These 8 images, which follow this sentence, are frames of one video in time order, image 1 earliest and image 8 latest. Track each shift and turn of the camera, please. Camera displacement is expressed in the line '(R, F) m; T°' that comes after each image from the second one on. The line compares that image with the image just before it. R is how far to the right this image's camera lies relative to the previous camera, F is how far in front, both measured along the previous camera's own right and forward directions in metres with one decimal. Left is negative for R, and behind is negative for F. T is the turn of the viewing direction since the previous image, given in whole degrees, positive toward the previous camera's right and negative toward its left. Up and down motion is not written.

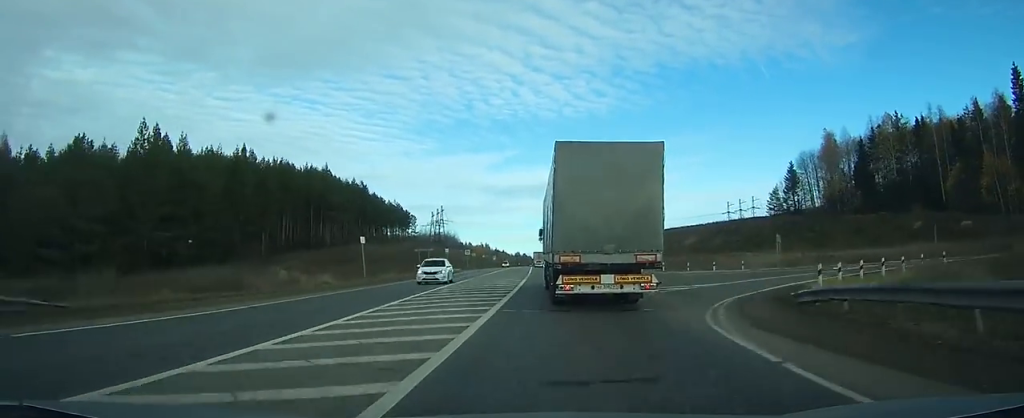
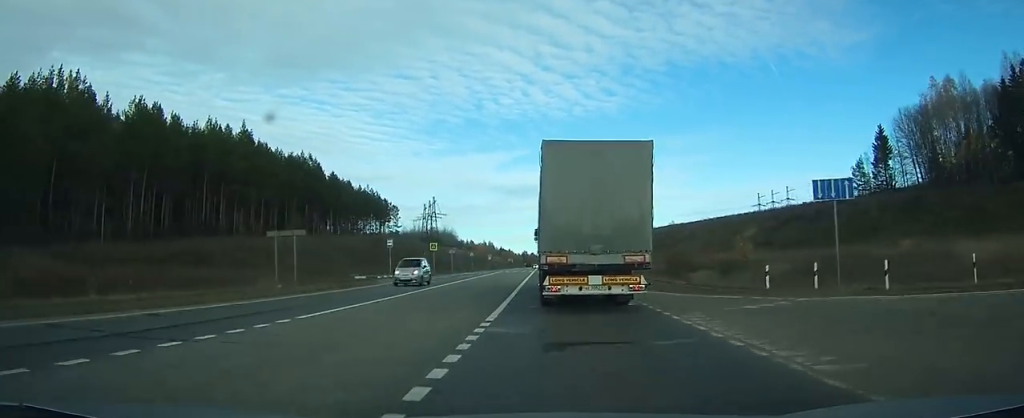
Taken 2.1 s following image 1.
(0.0, +44.4) m; 0°
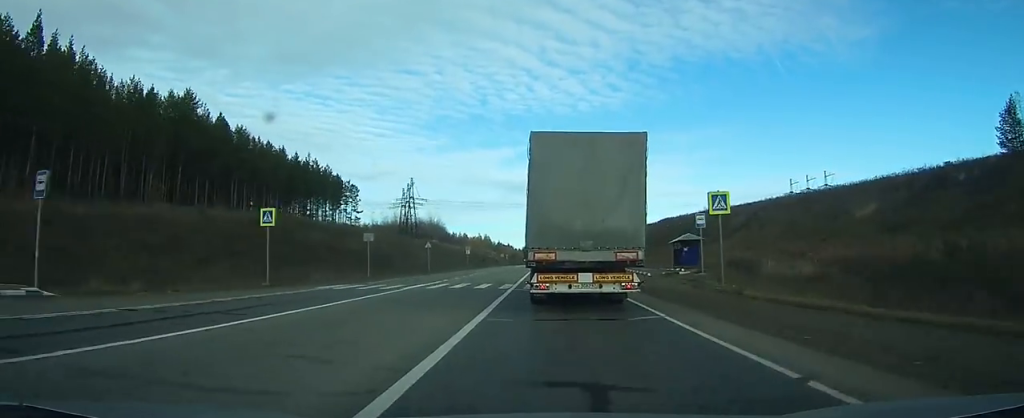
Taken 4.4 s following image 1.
(-0.3, +47.2) m; 0°
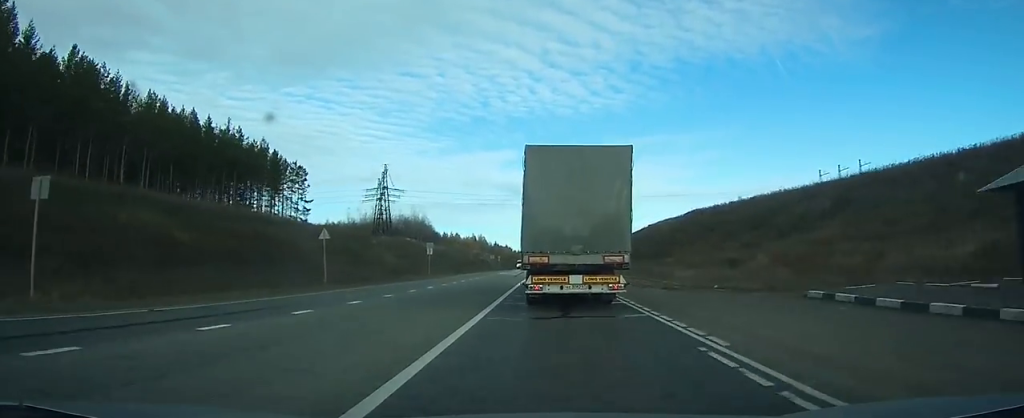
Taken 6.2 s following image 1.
(0.0, +37.2) m; 0°
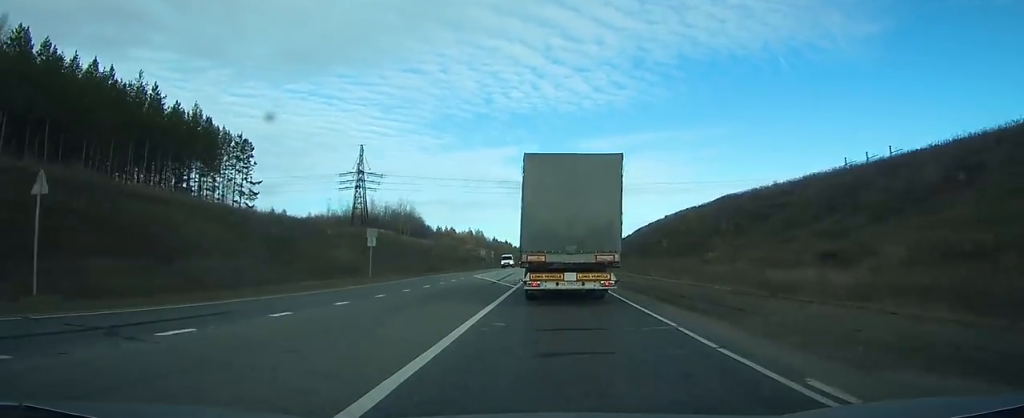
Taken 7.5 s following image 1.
(0.0, +26.0) m; 0°
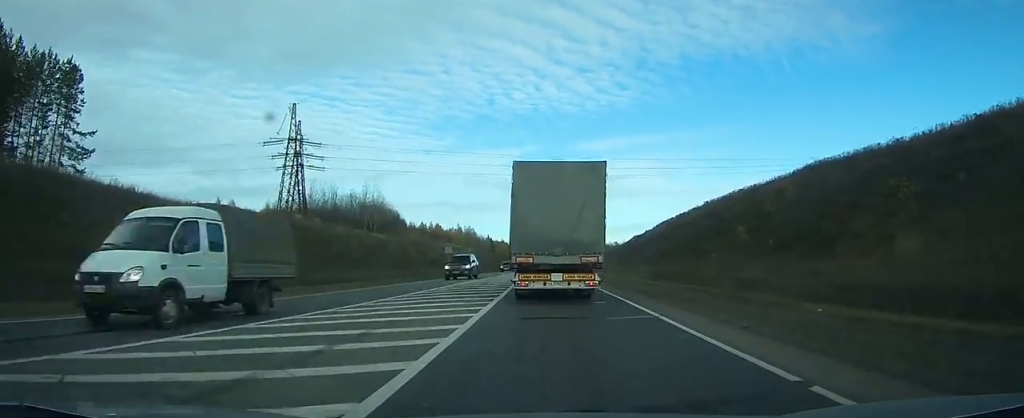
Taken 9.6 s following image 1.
(-0.2, +43.5) m; 0°
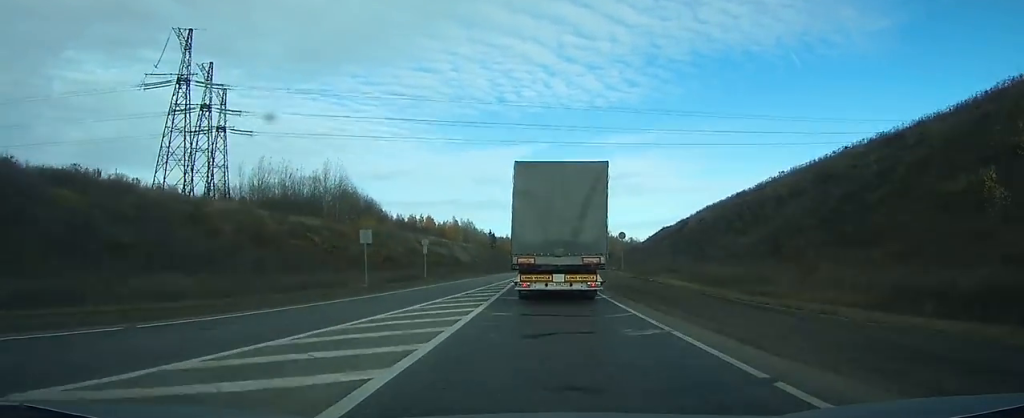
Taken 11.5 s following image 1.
(0.0, +39.3) m; -1°
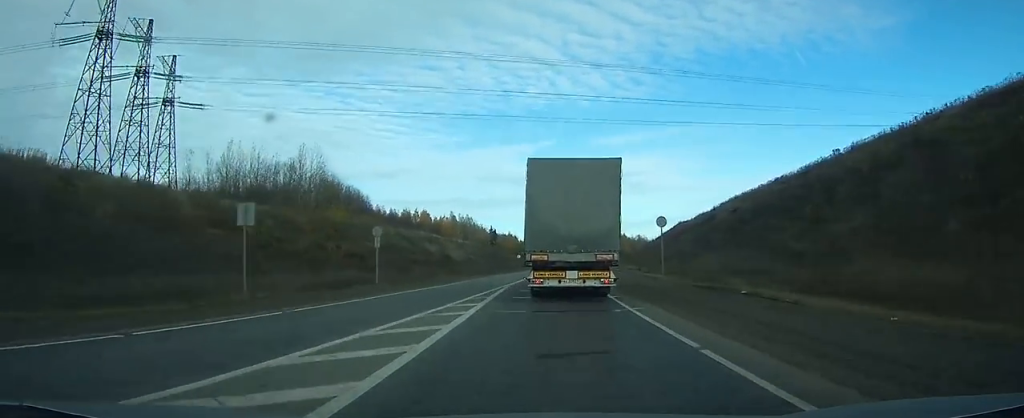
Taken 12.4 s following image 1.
(-0.1, +17.5) m; 0°
